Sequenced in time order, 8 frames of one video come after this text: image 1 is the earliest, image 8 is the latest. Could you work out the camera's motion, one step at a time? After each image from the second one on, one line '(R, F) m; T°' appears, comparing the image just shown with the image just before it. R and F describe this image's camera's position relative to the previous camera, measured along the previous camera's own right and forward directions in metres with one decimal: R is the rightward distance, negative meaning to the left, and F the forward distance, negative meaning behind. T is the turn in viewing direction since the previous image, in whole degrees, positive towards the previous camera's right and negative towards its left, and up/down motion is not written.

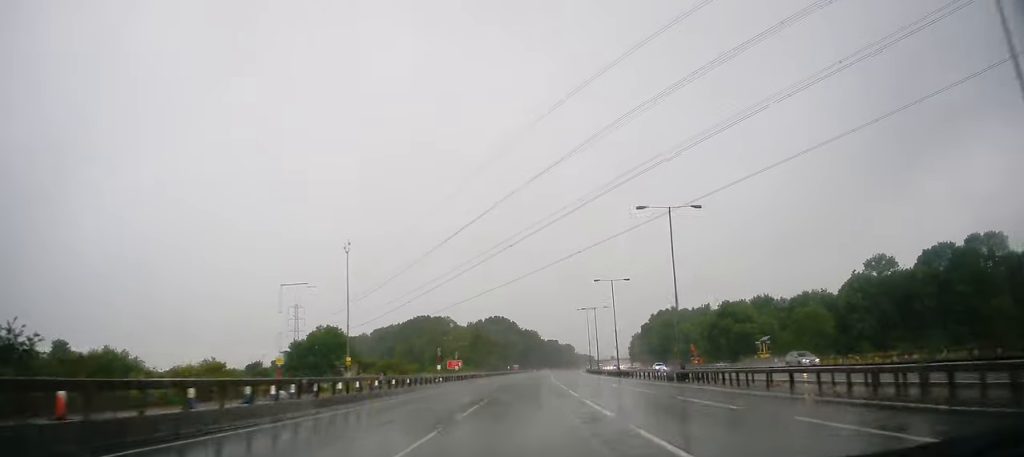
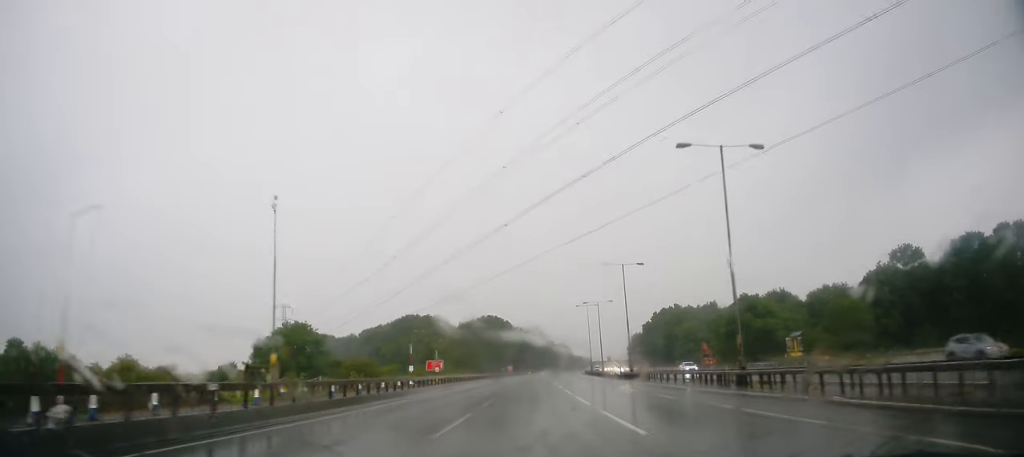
(-0.1, +12.3) m; 0°
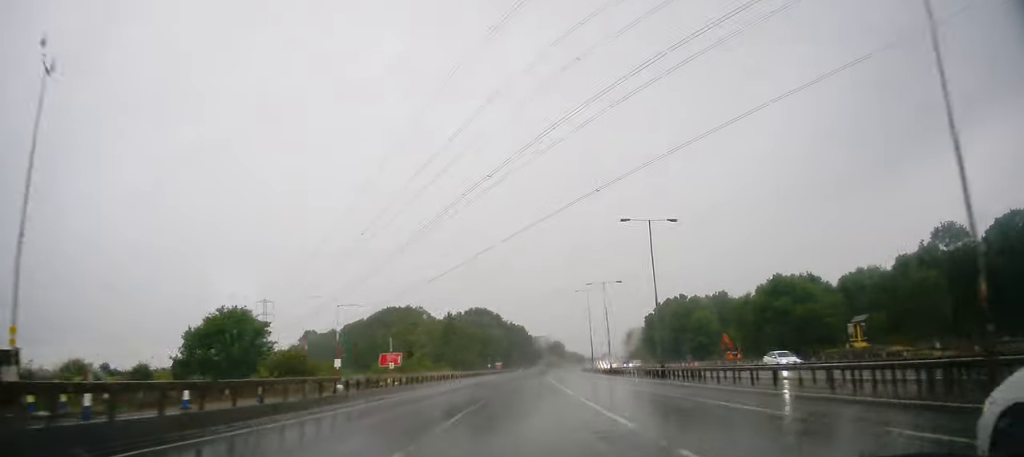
(+0.1, +17.6) m; +1°
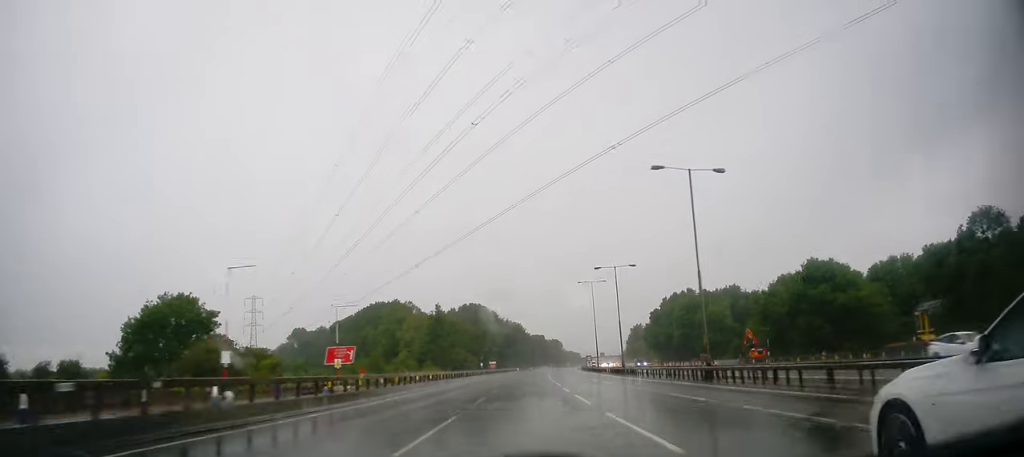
(0.0, +12.1) m; +1°
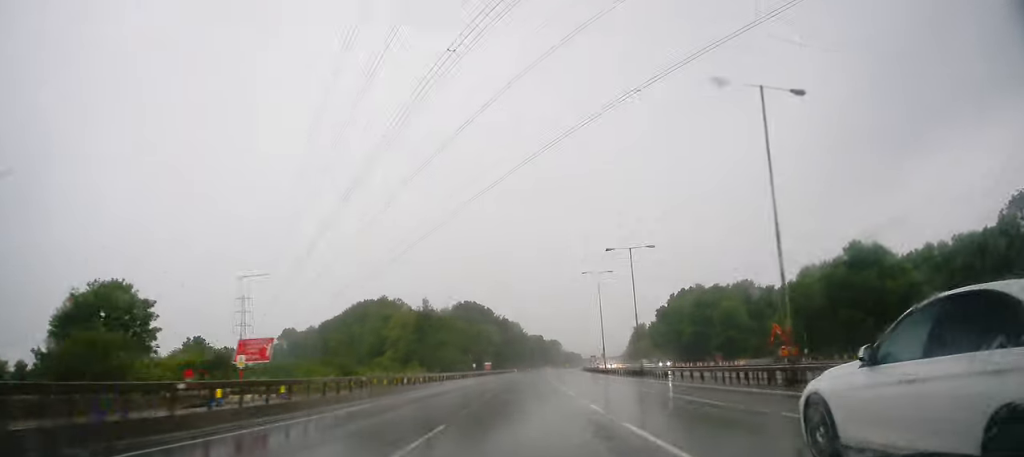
(+0.1, +11.1) m; 0°
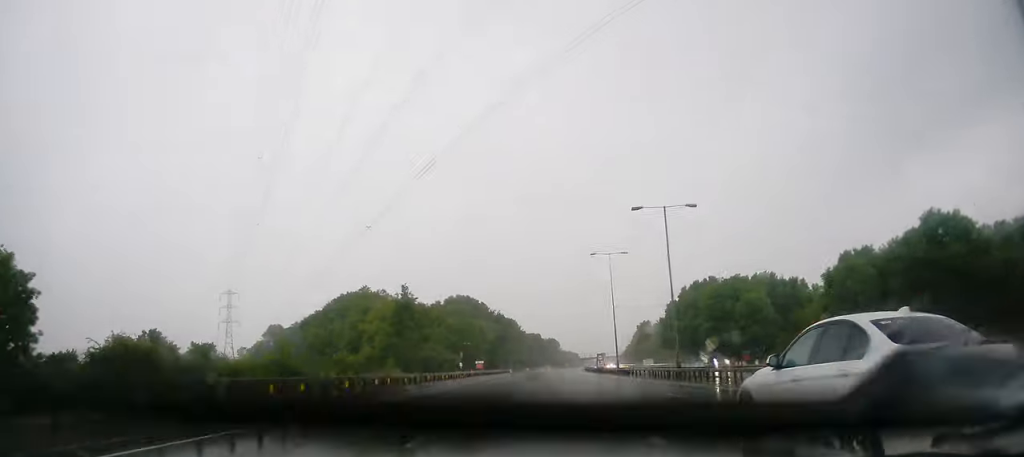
(0.0, +14.6) m; 0°
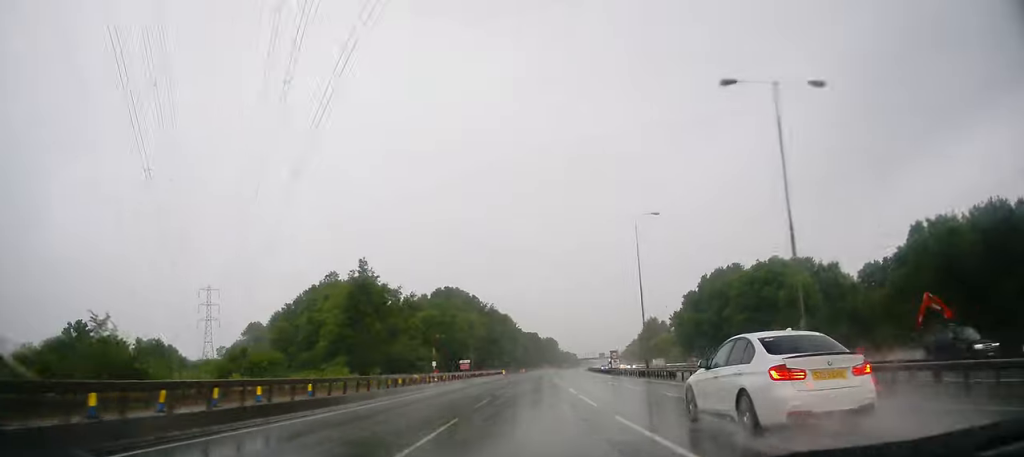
(-0.1, +19.6) m; 0°
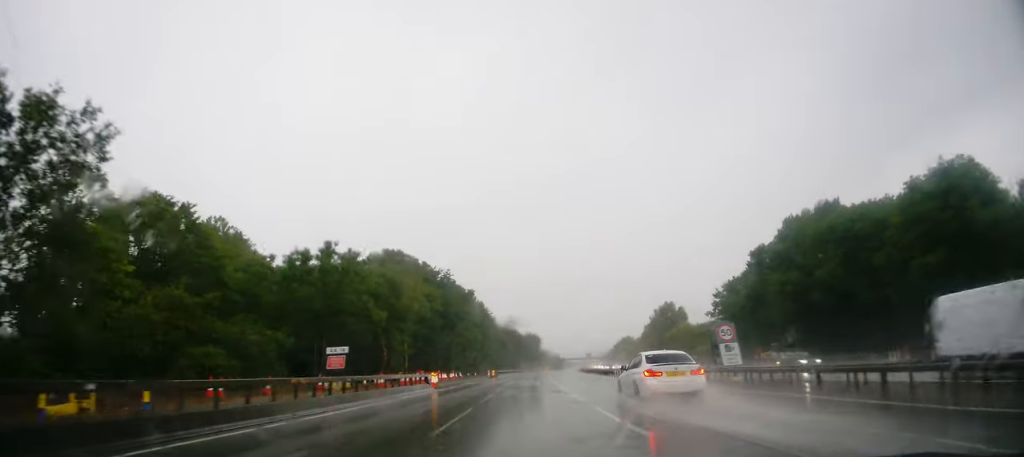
(+1.4, +51.1) m; +3°
